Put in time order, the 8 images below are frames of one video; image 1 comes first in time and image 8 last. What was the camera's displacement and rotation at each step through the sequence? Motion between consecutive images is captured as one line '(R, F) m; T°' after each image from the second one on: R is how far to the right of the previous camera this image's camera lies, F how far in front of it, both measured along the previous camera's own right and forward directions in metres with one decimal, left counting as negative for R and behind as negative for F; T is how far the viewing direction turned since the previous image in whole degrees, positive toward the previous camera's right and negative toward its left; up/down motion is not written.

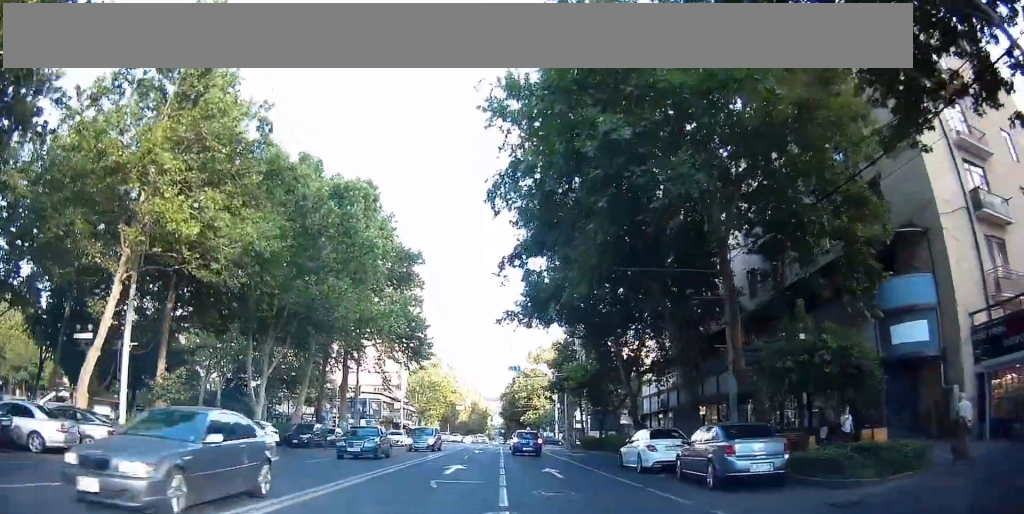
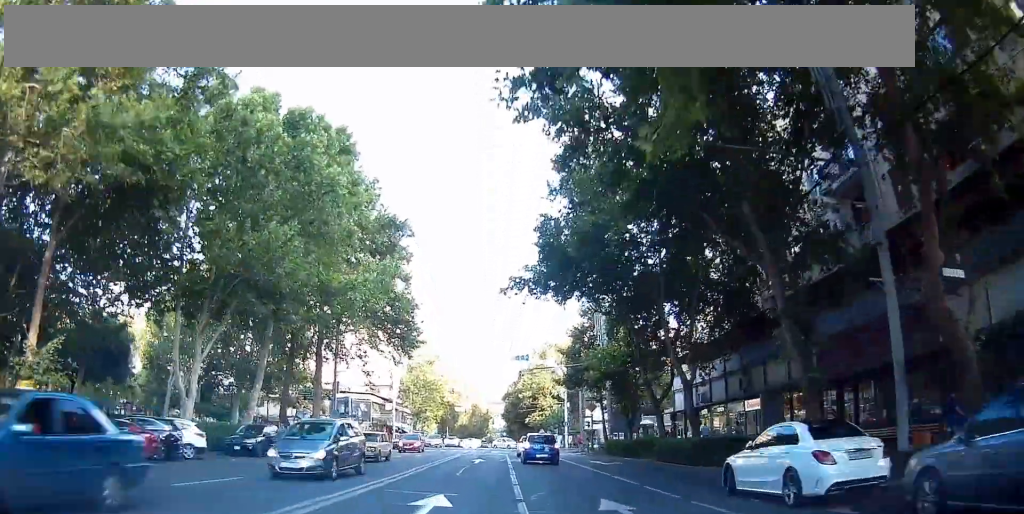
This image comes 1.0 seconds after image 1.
(-0.2, +10.3) m; +1°
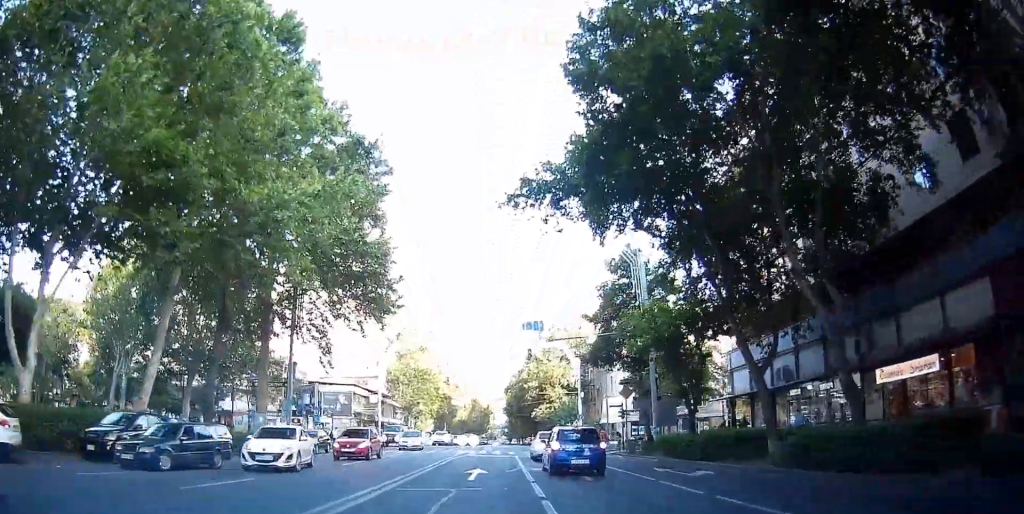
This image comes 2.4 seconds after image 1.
(+0.5, +12.8) m; +2°
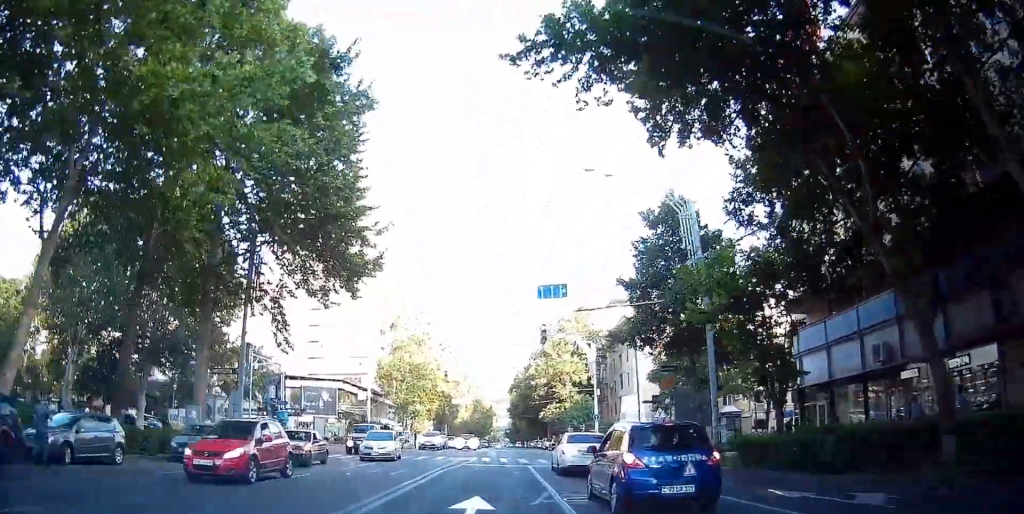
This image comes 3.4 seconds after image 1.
(-0.1, +9.1) m; +1°
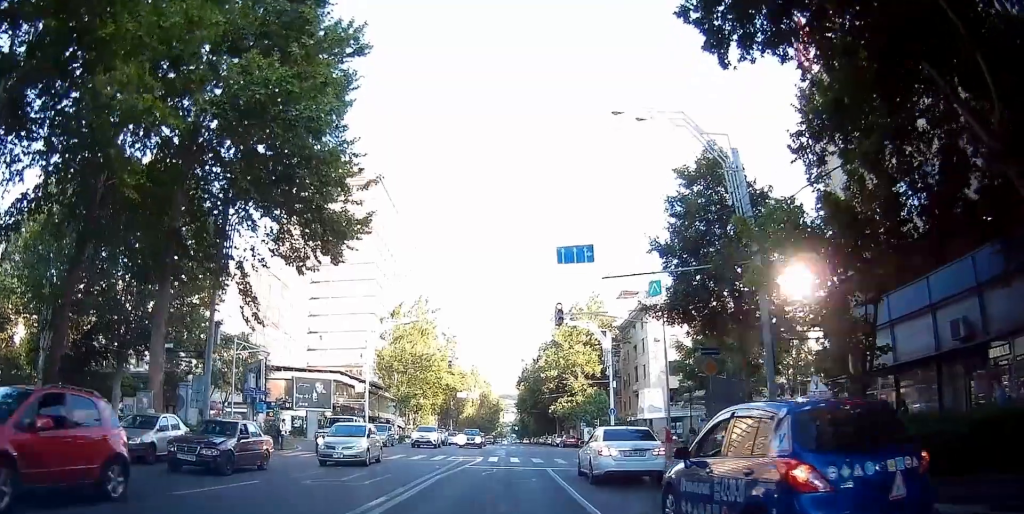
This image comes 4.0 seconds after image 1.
(0.0, +5.0) m; +2°
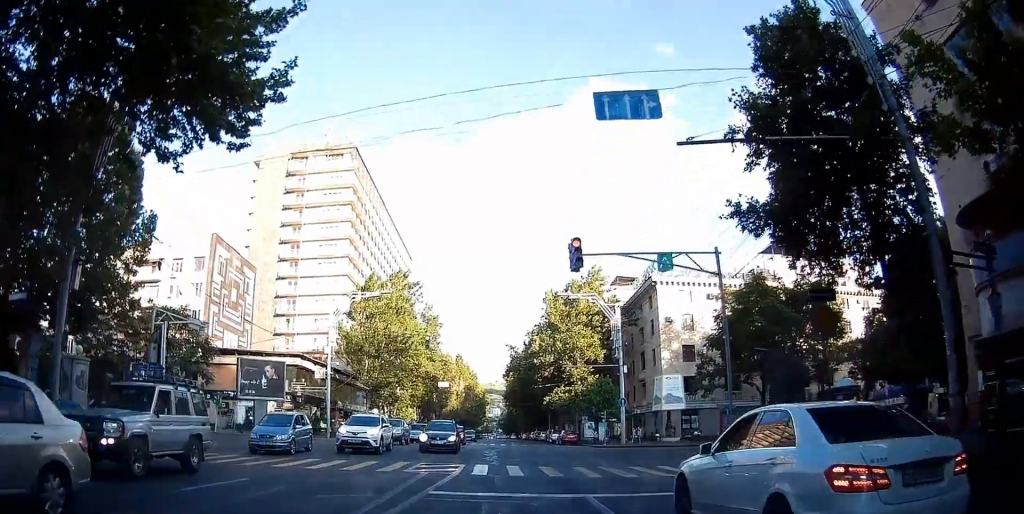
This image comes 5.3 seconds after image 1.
(+0.5, +11.3) m; +3°
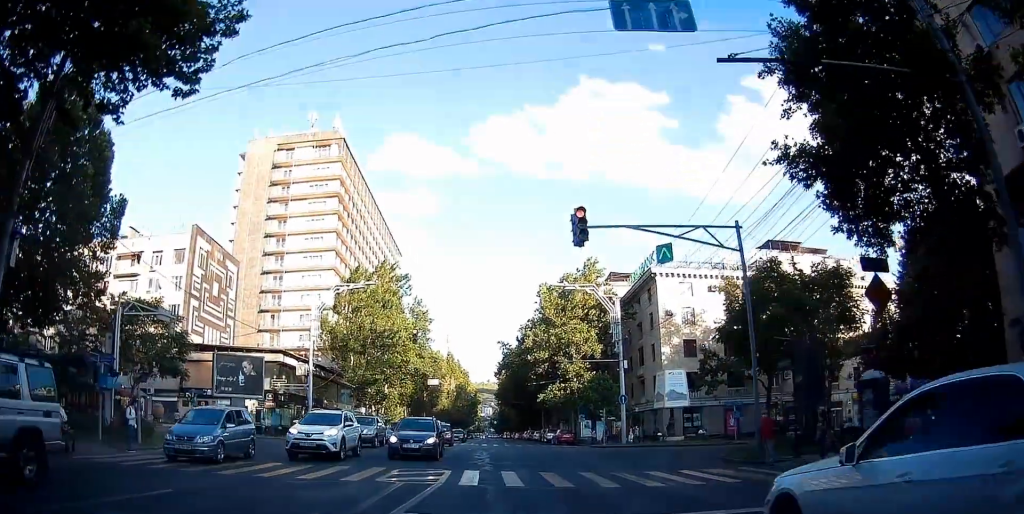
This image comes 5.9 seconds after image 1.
(0.0, +4.1) m; +1°
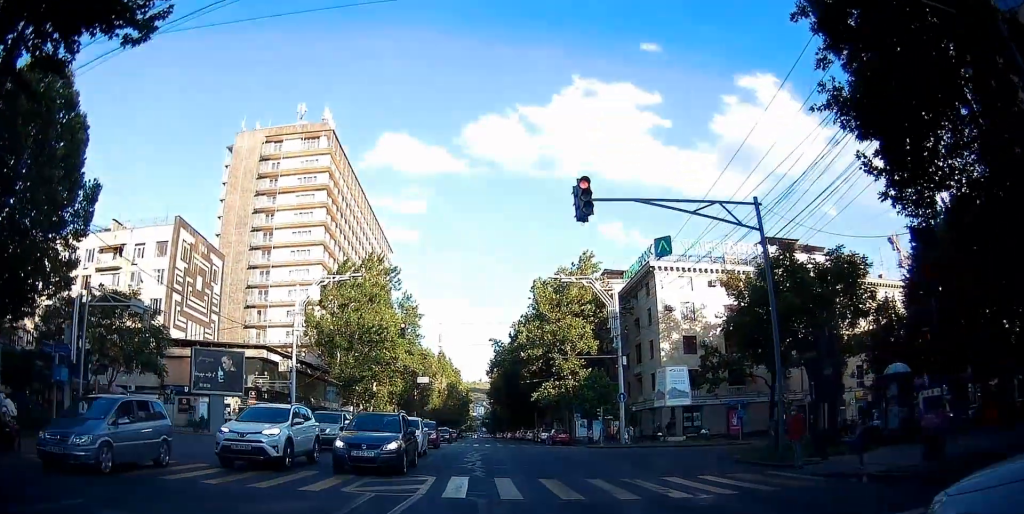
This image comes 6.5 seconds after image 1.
(0.0, +3.9) m; +4°
